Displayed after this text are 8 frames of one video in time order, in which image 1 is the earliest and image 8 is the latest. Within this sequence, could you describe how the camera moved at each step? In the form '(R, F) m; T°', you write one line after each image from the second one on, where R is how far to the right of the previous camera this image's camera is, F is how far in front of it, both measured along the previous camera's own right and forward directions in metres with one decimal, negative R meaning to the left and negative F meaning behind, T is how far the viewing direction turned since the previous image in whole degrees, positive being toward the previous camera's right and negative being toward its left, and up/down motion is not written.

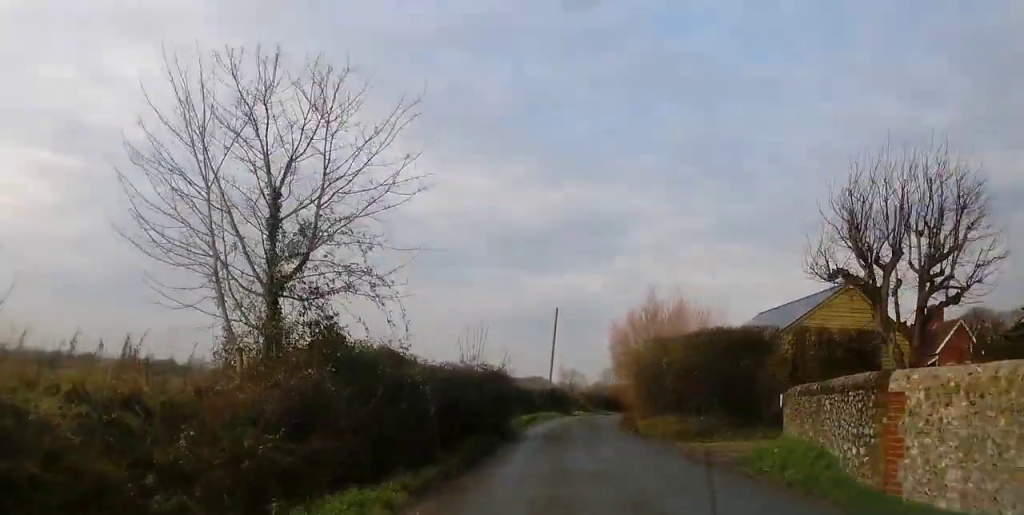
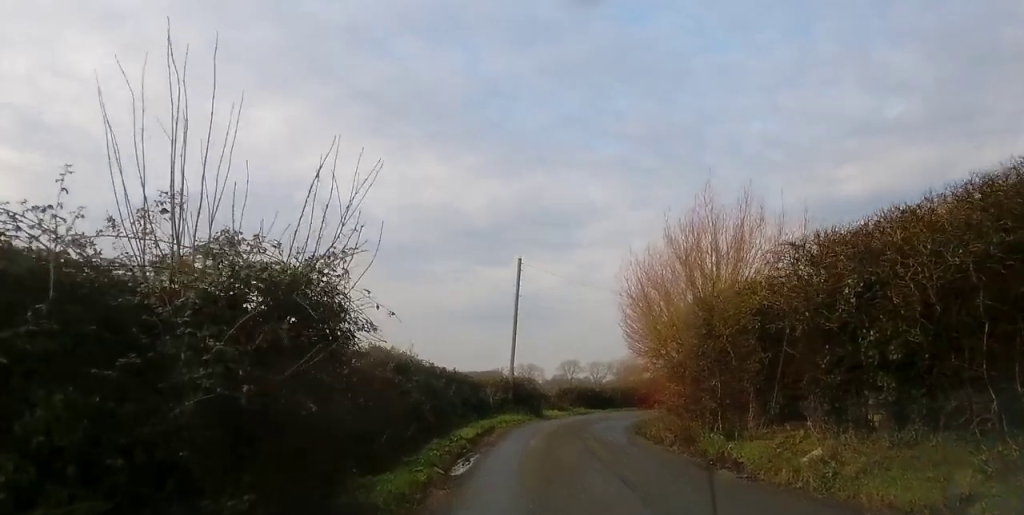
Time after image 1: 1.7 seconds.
(+1.0, +18.6) m; +6°
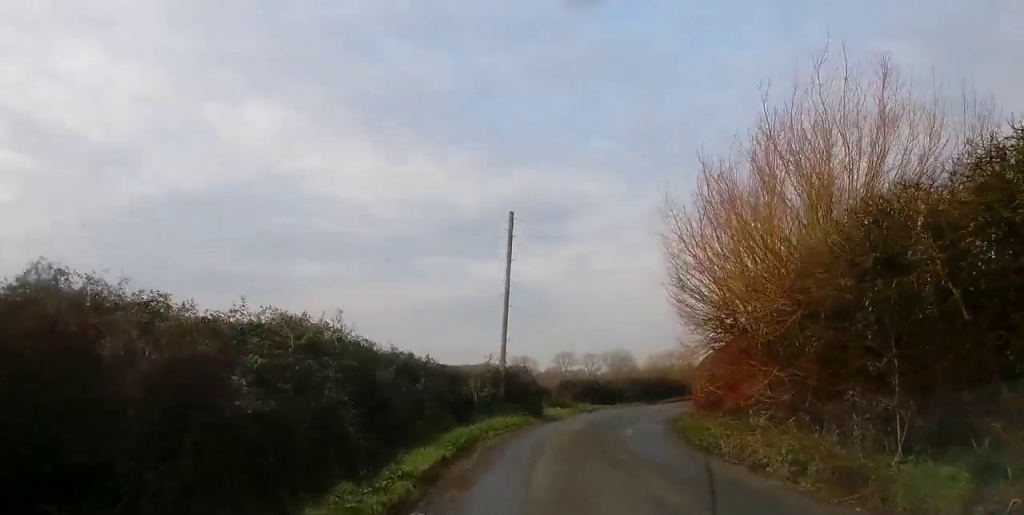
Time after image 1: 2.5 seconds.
(+0.3, +8.8) m; +1°
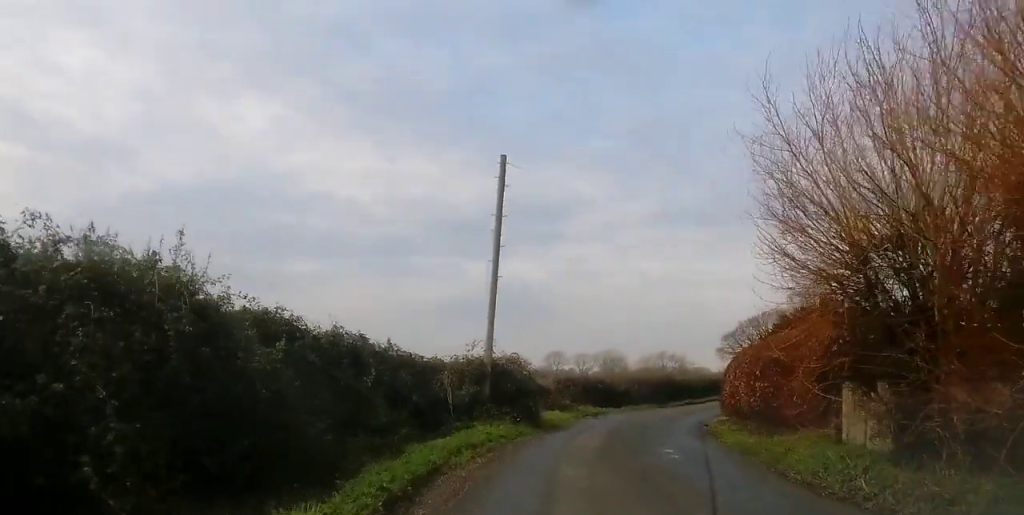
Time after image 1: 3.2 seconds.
(-0.2, +7.1) m; 0°
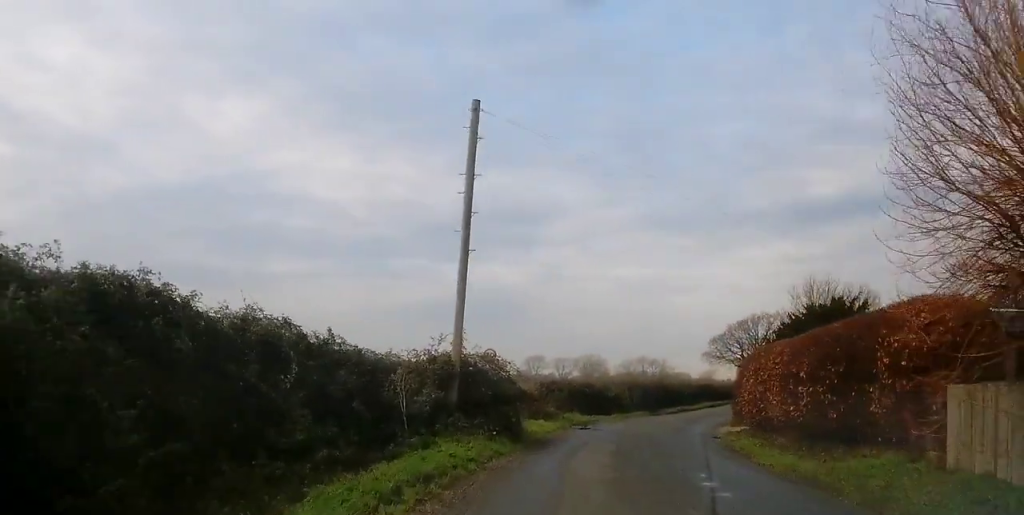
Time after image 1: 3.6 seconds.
(0.0, +4.6) m; +1°
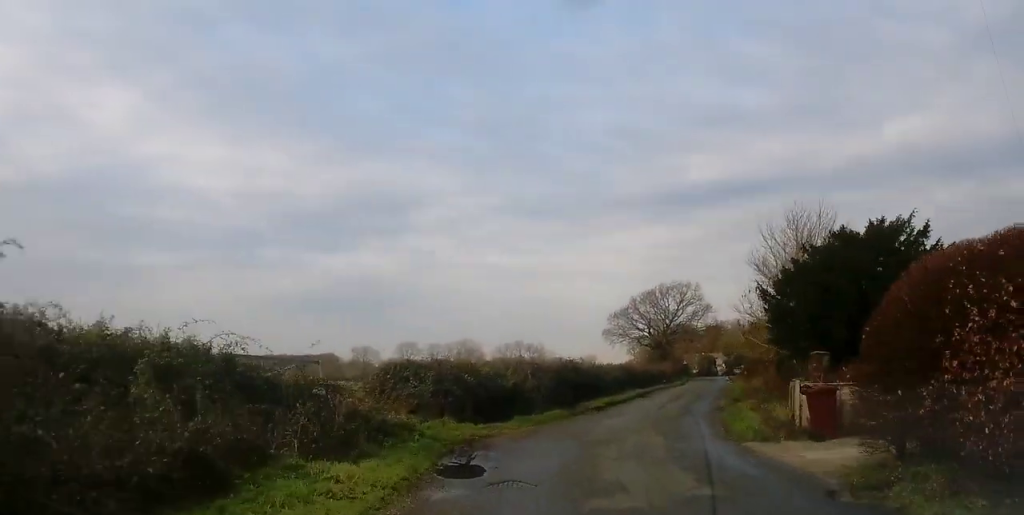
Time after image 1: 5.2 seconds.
(+1.1, +17.0) m; +10°
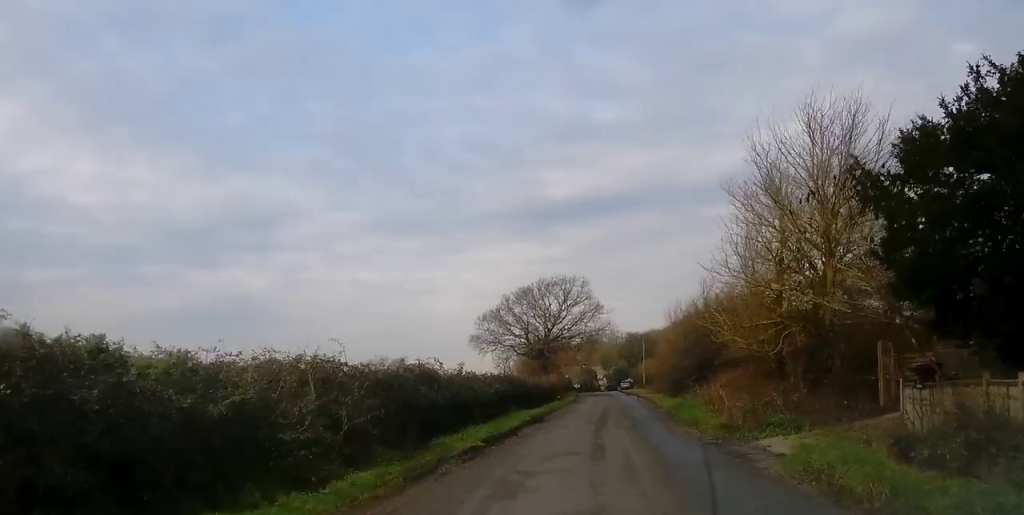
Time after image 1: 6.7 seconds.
(+1.3, +15.9) m; +7°
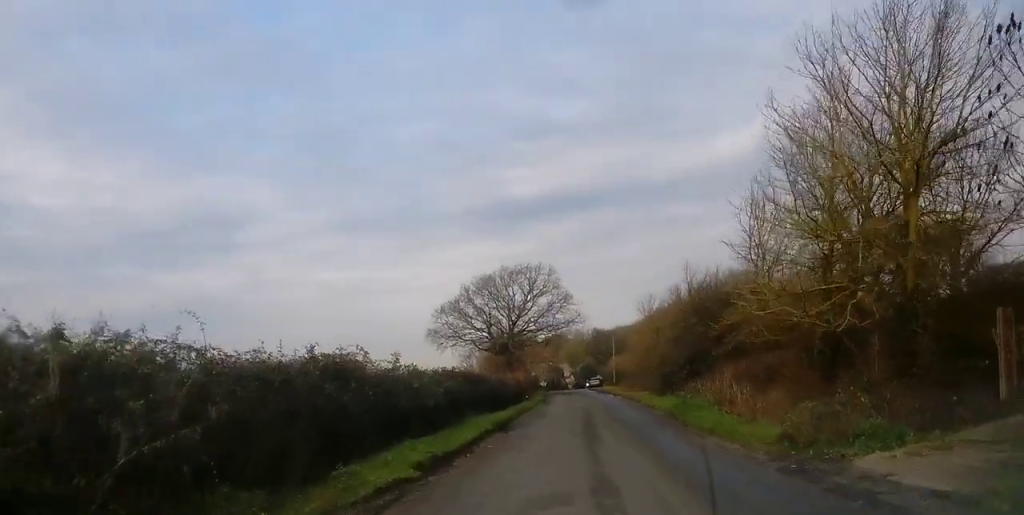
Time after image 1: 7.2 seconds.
(-0.1, +6.4) m; +2°
